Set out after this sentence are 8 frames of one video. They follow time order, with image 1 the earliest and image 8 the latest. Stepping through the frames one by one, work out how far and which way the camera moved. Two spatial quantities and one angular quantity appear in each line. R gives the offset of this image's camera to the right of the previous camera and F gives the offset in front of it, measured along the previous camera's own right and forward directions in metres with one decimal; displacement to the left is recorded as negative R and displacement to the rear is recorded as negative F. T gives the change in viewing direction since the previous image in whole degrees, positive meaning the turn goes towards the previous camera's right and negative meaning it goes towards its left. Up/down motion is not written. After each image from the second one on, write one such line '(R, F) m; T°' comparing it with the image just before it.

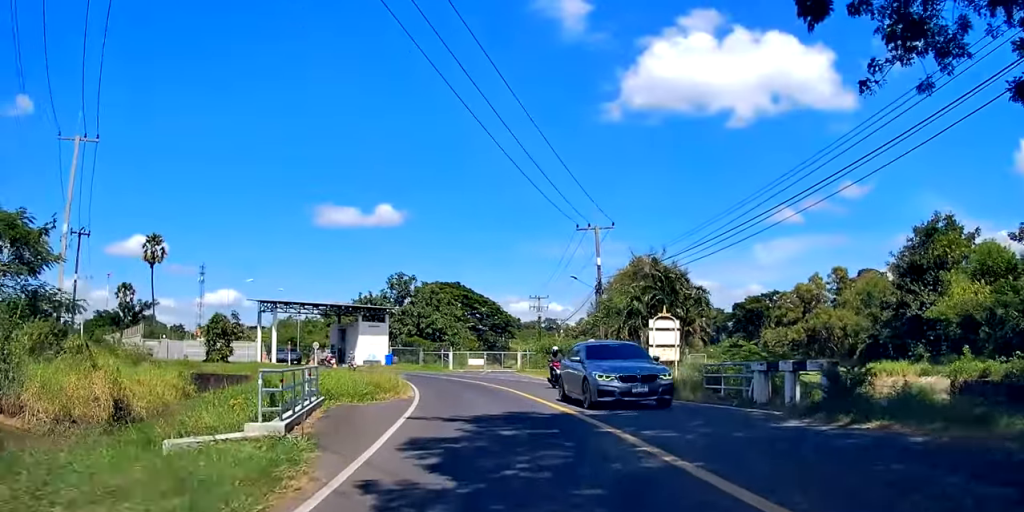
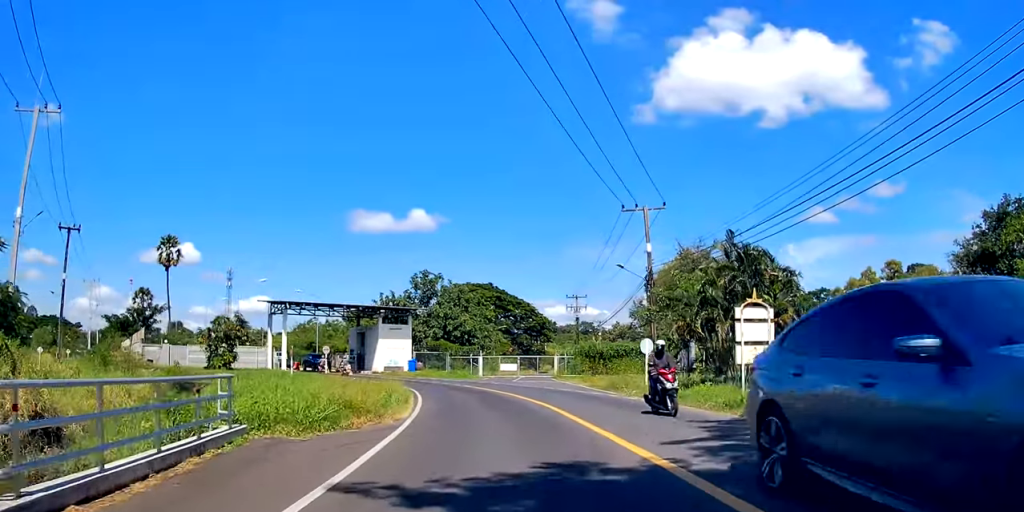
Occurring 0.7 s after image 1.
(0.0, +6.1) m; -2°
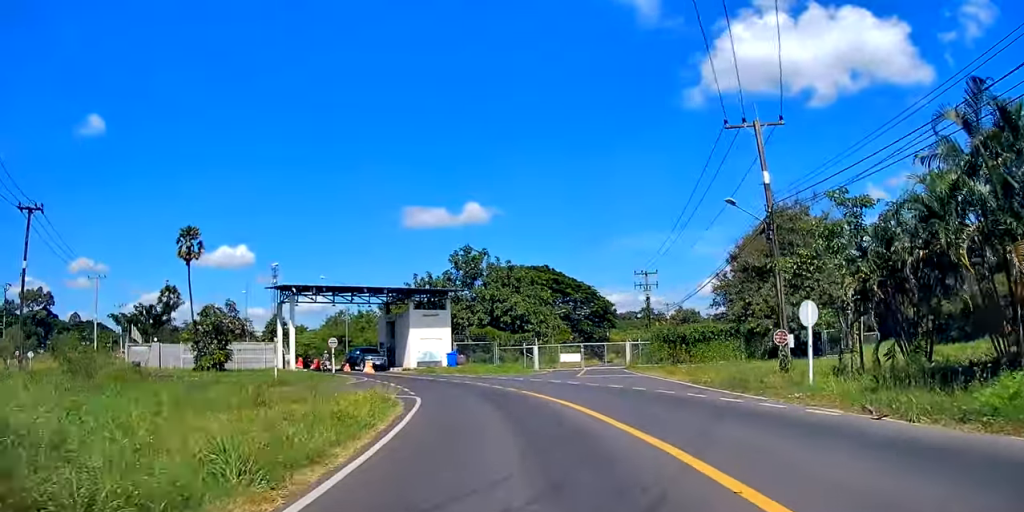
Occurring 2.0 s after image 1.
(-0.6, +10.7) m; -9°
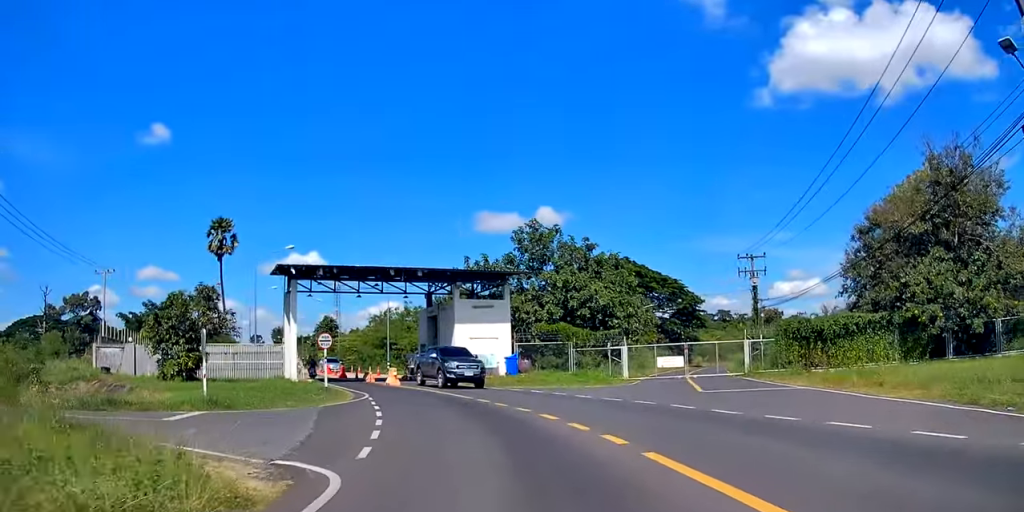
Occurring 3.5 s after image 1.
(-1.1, +11.8) m; -10°
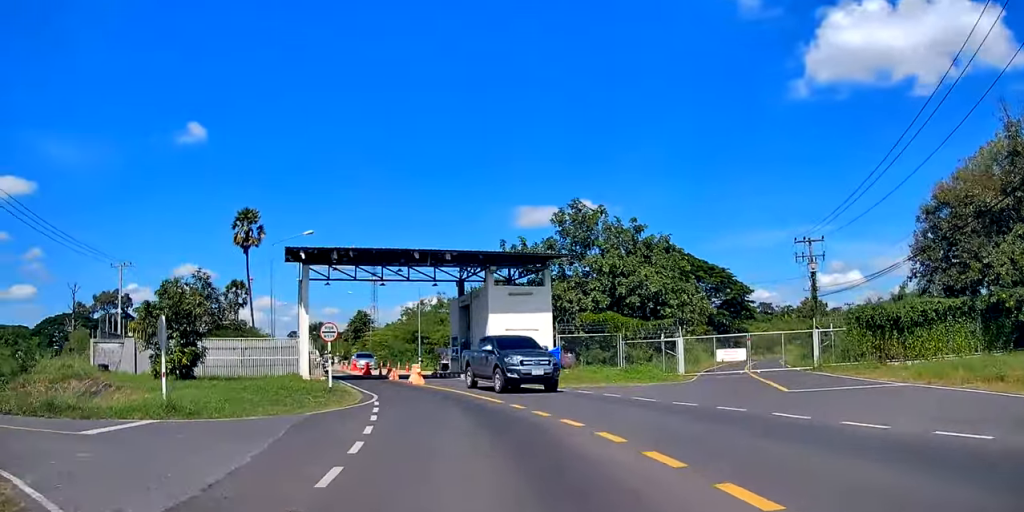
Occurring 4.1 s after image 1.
(+0.1, +4.0) m; -4°
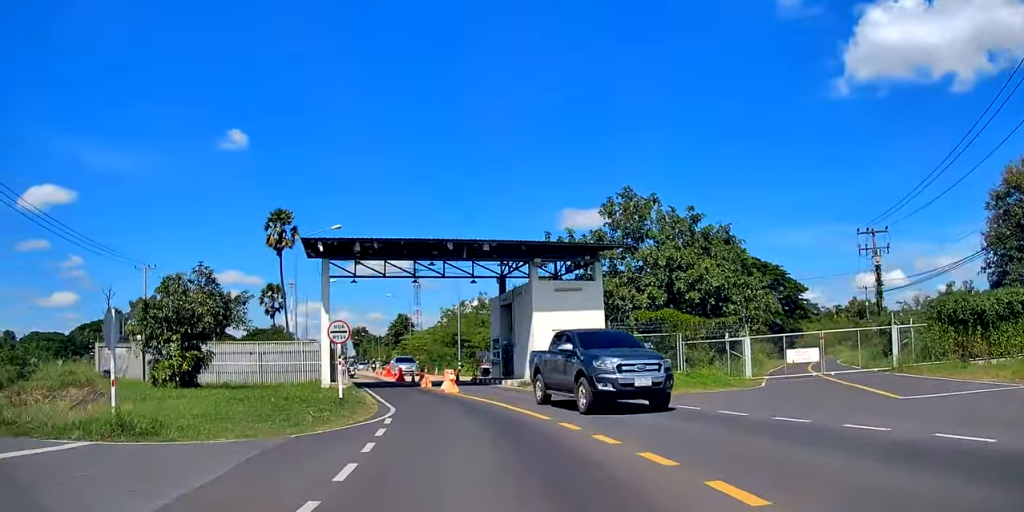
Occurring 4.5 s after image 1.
(-0.2, +3.5) m; -3°
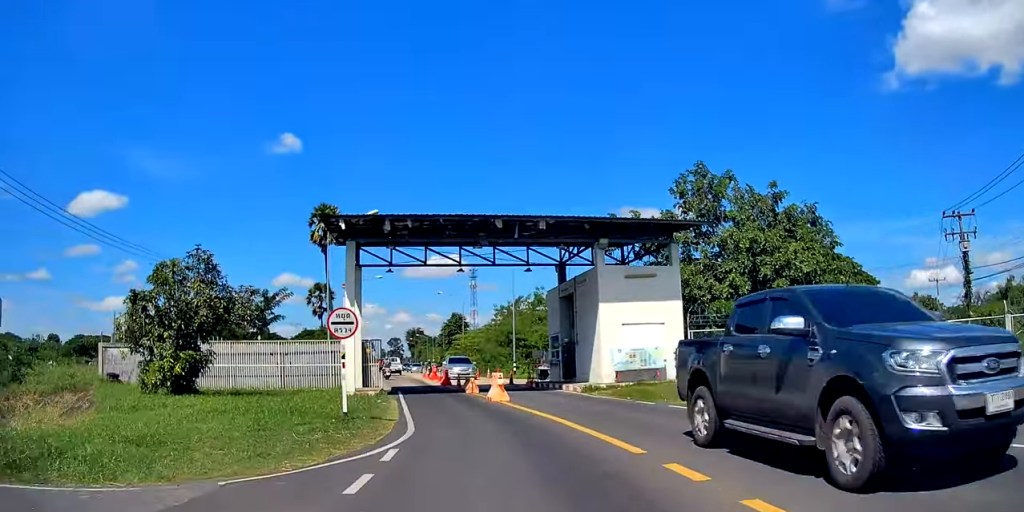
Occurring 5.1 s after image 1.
(-0.2, +4.2) m; -4°
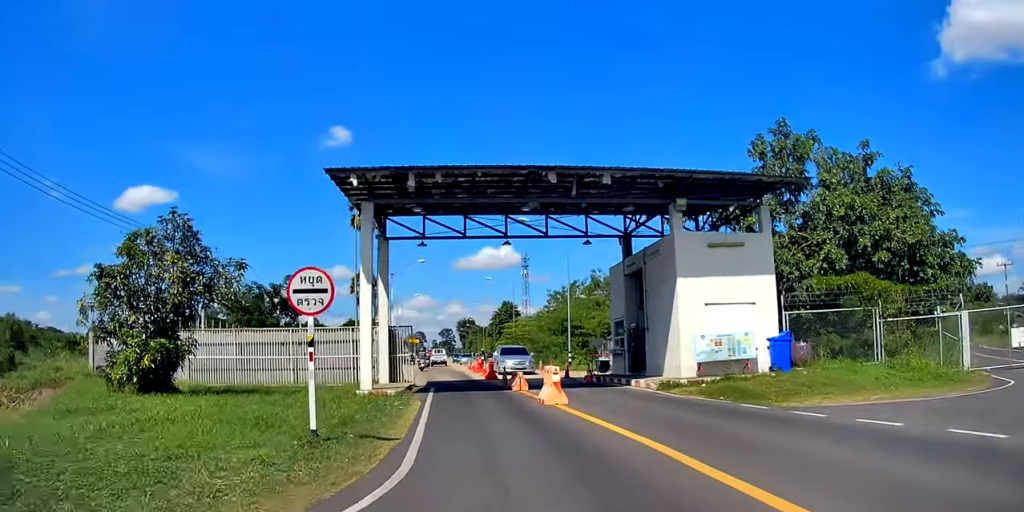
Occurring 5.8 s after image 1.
(-0.1, +4.5) m; 0°
